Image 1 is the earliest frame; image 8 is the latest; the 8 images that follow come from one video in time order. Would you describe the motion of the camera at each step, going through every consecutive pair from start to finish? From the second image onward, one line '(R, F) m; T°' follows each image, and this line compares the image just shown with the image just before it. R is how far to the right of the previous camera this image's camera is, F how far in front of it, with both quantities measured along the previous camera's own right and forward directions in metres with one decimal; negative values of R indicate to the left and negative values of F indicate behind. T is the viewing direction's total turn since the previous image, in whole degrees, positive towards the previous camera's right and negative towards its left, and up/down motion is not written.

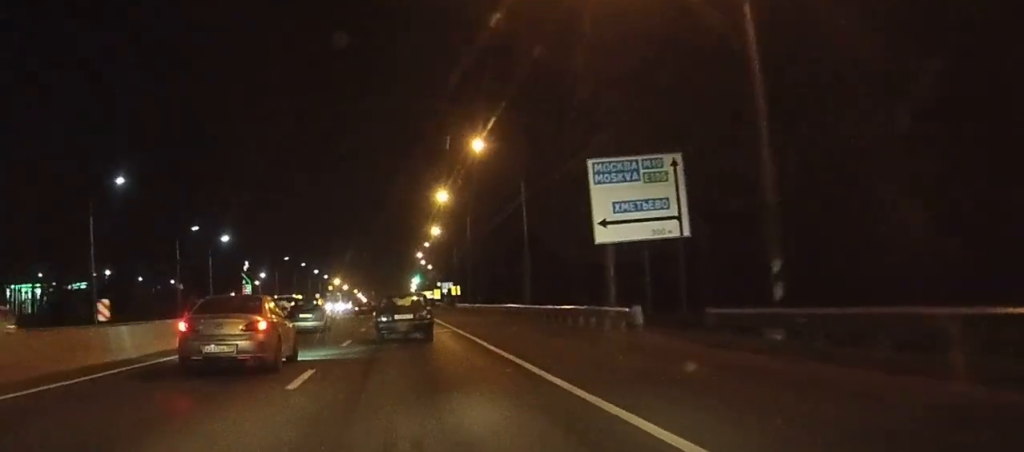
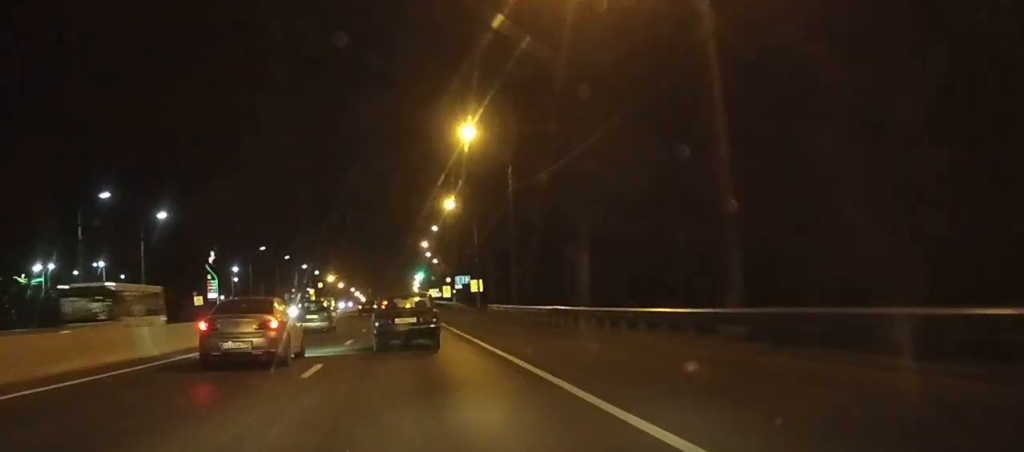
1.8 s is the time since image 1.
(-0.1, +32.5) m; 0°
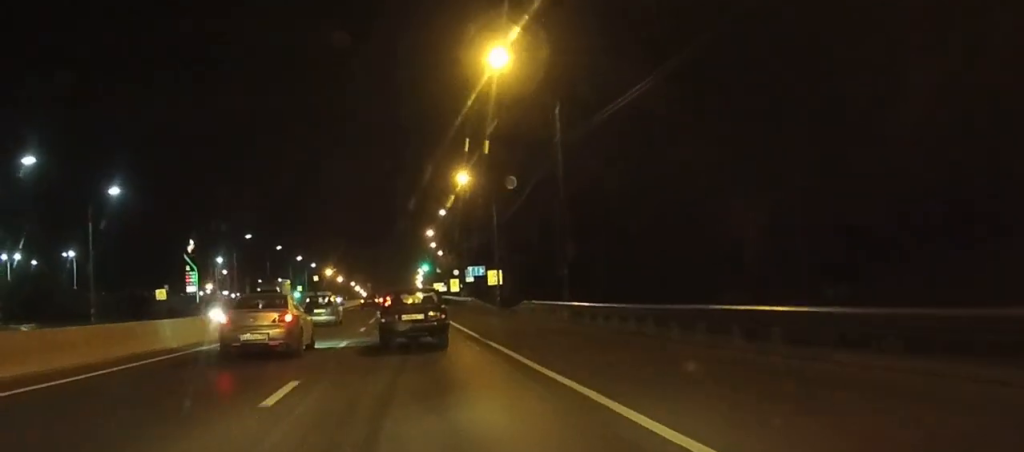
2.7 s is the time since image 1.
(-0.1, +16.2) m; 0°
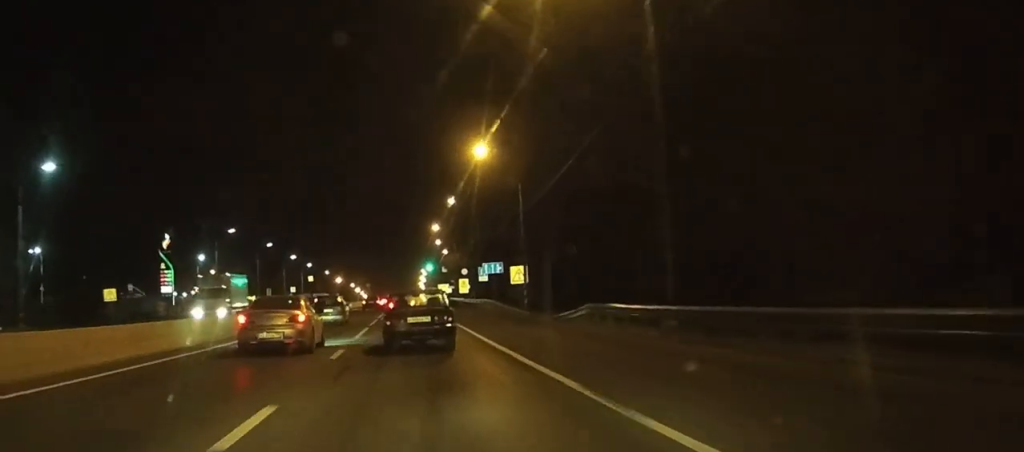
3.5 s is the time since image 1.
(0.0, +14.9) m; 0°
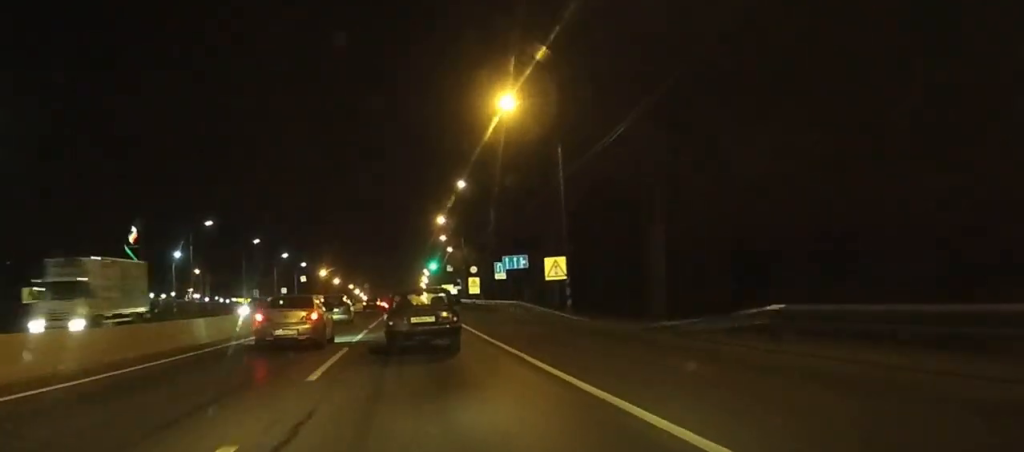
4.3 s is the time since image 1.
(0.0, +14.8) m; 0°
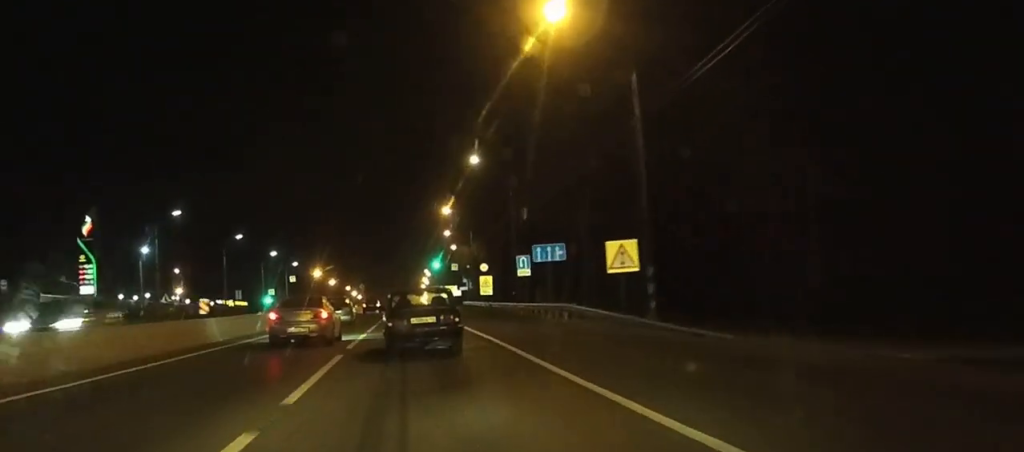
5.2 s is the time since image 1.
(0.0, +14.8) m; 0°
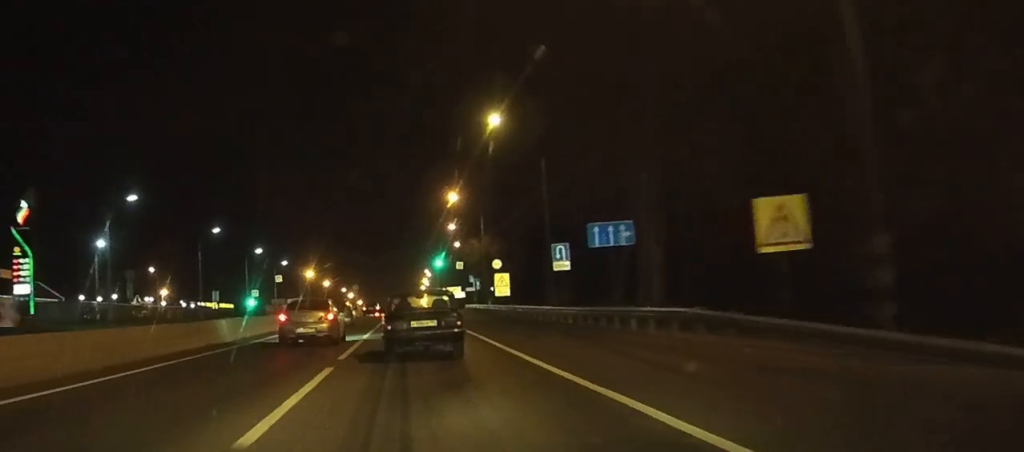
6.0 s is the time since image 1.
(+0.1, +14.9) m; 0°
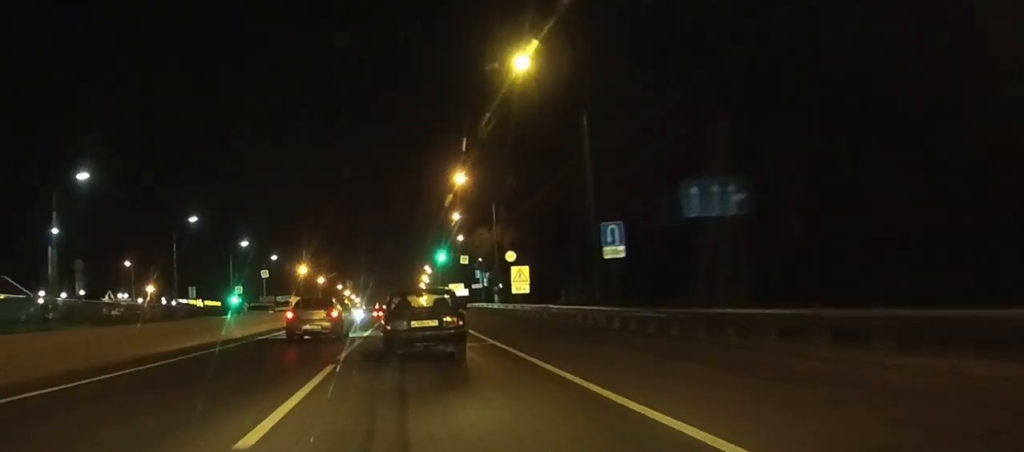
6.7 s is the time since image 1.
(0.0, +11.9) m; 0°
